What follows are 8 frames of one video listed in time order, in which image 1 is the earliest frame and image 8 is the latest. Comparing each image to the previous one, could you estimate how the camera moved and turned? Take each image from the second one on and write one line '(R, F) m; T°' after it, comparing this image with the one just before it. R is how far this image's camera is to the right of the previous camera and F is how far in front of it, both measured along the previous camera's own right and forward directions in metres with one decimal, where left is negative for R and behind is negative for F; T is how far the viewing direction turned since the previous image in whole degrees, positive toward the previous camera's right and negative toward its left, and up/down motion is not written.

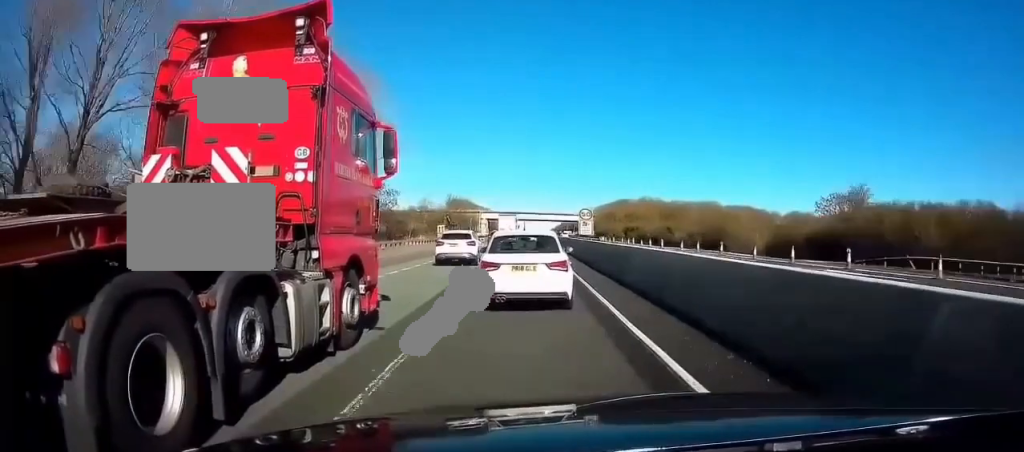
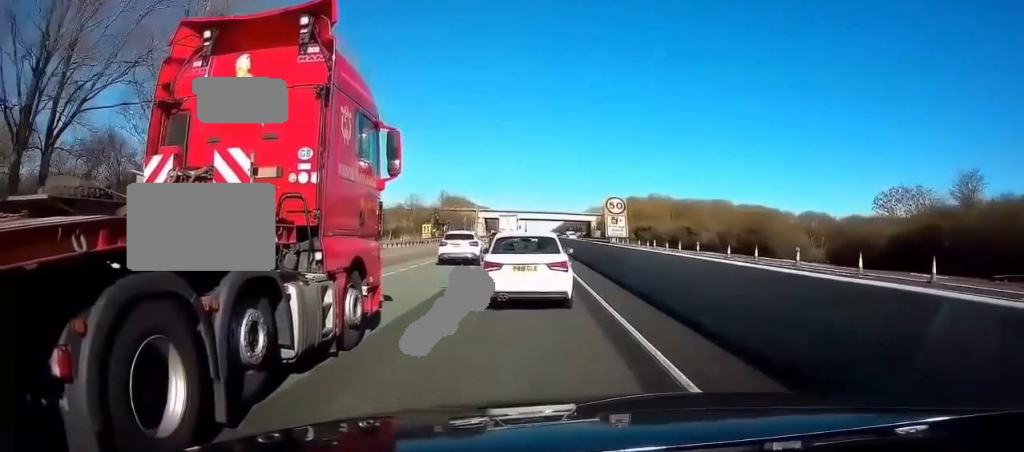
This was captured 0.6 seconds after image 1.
(-0.1, +13.0) m; 0°
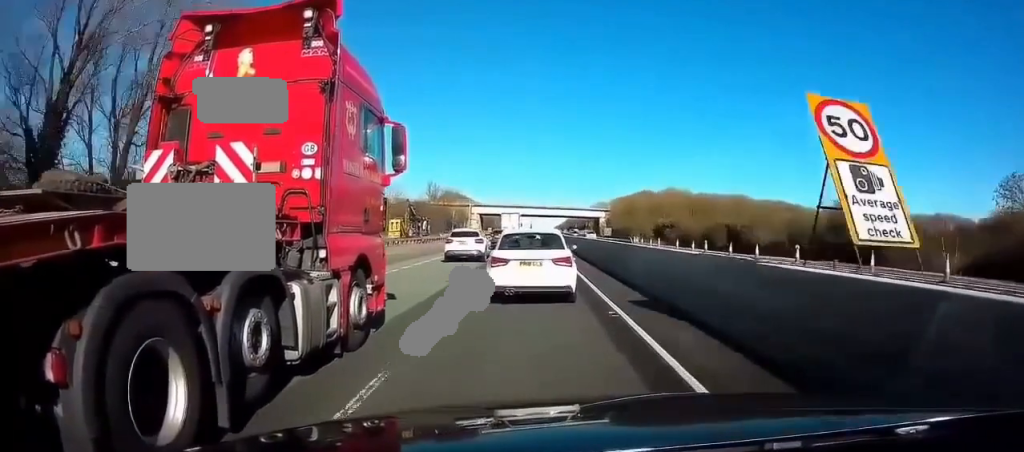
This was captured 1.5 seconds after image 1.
(0.0, +18.5) m; 0°
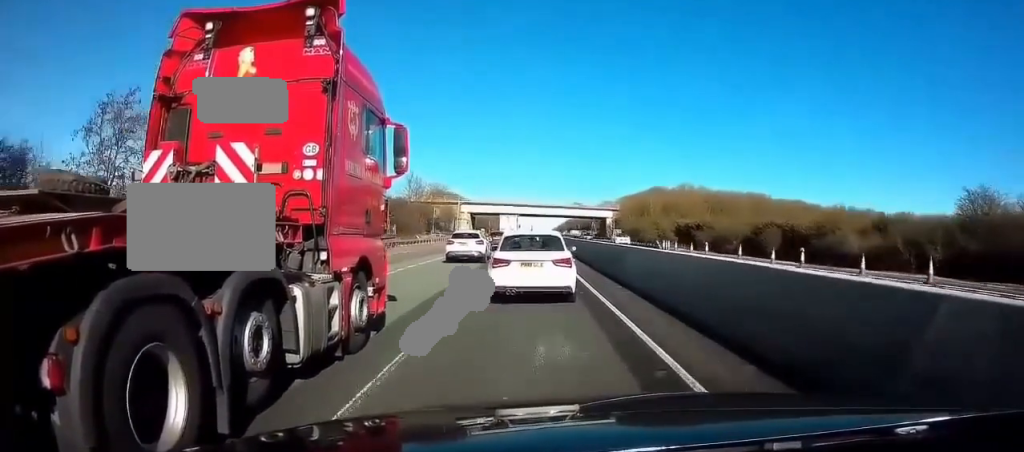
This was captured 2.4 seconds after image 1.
(0.0, +17.4) m; 0°
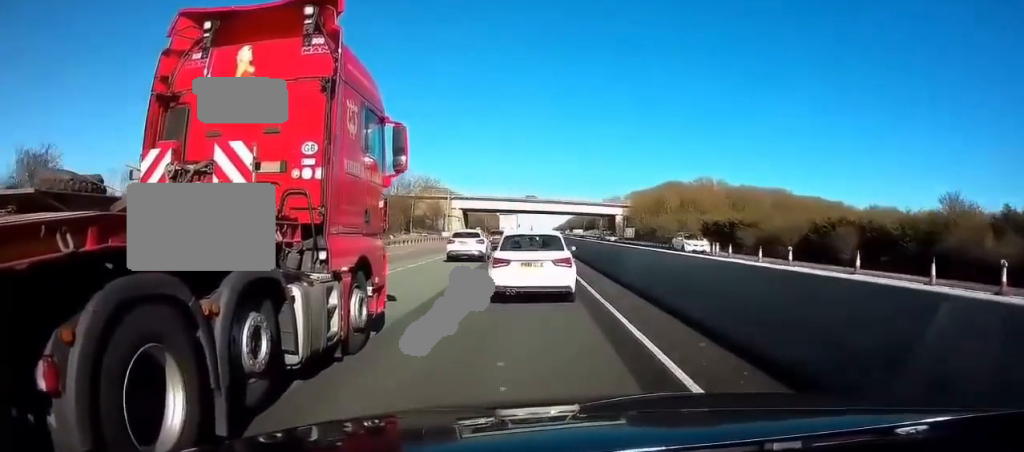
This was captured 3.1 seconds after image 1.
(0.0, +14.8) m; 0°
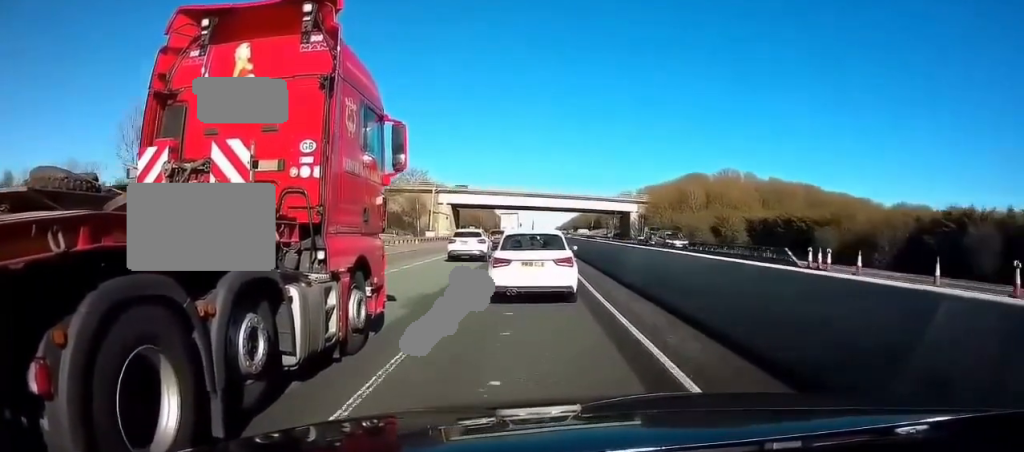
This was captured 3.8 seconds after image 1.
(-0.2, +16.4) m; 0°
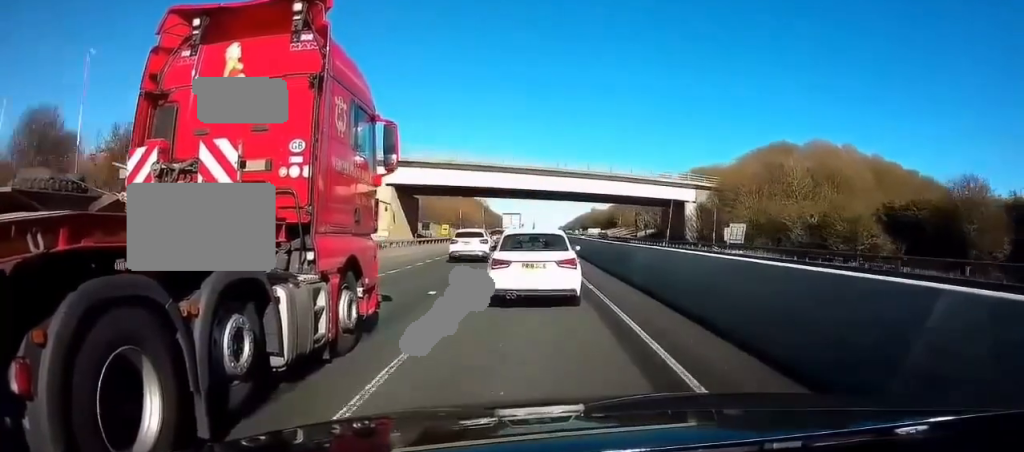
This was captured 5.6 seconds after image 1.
(+0.5, +37.6) m; 0°
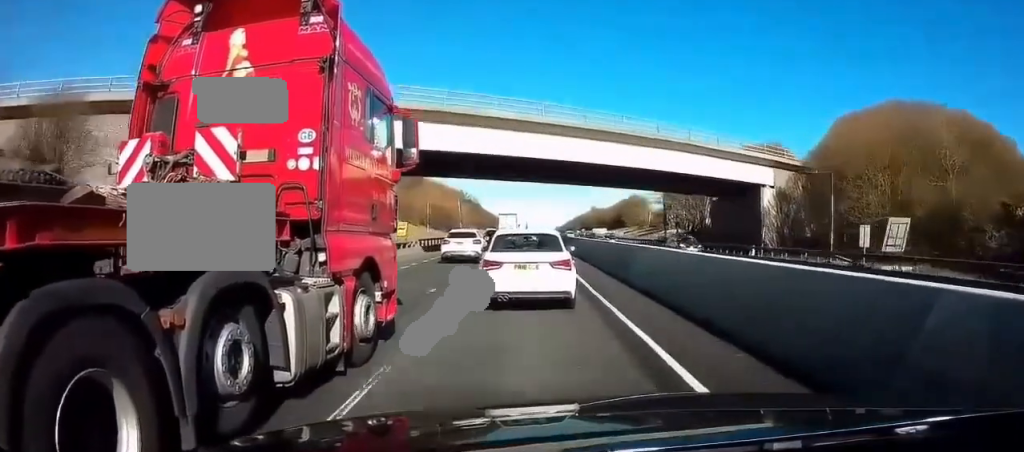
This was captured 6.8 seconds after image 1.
(-0.3, +24.8) m; 0°
